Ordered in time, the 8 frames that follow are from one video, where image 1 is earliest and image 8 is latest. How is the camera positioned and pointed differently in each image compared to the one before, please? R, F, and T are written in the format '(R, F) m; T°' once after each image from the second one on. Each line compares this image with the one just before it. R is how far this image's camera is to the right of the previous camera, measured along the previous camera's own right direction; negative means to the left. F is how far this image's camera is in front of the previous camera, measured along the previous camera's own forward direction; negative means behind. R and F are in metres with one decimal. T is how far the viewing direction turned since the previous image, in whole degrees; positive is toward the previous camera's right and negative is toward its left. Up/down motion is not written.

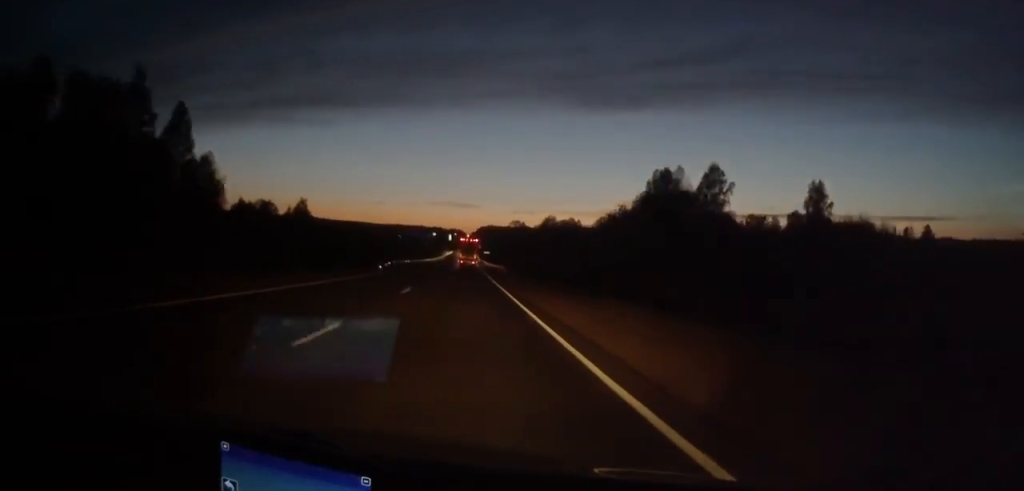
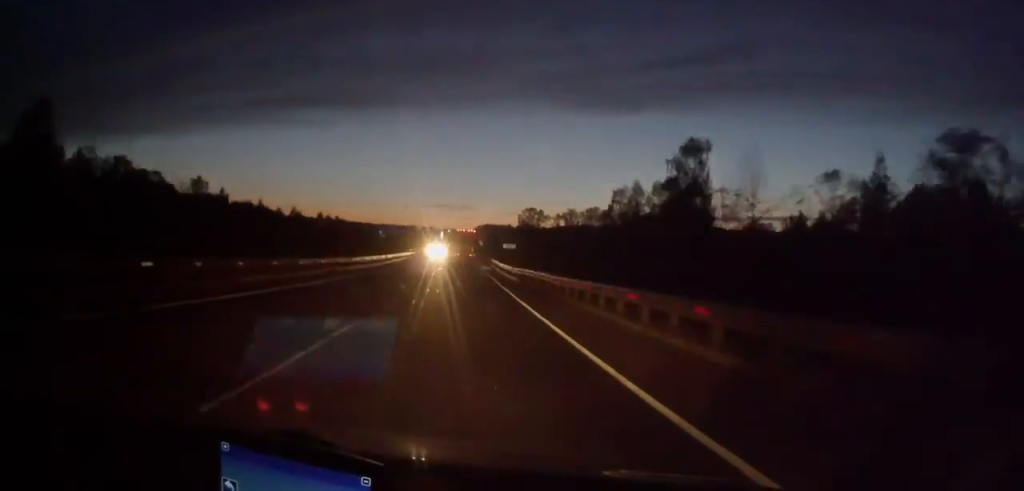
(-0.3, +107.4) m; 0°
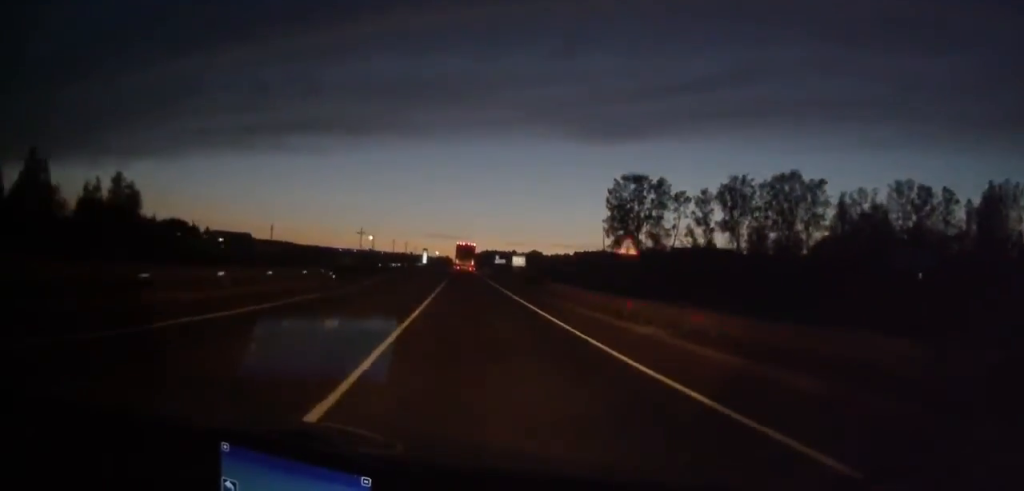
(-0.3, +175.1) m; 0°
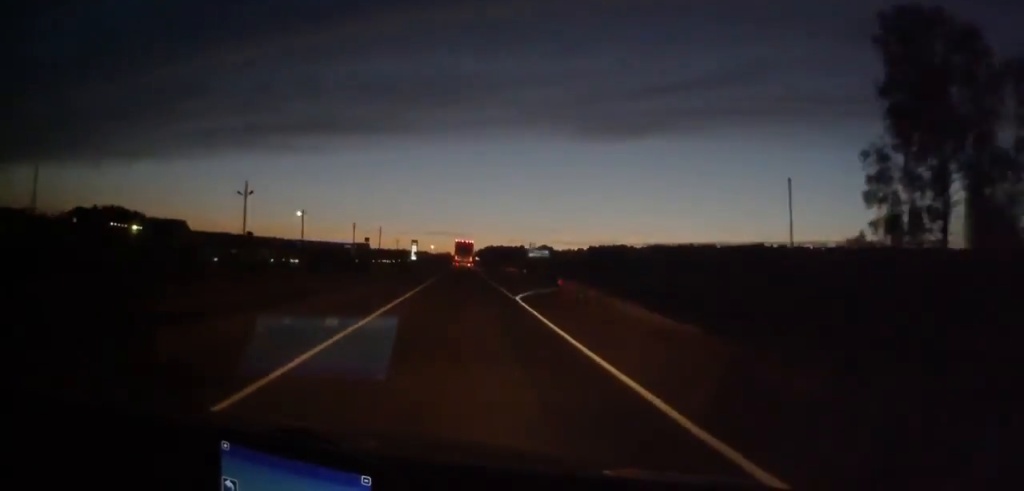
(+0.9, +77.3) m; 0°
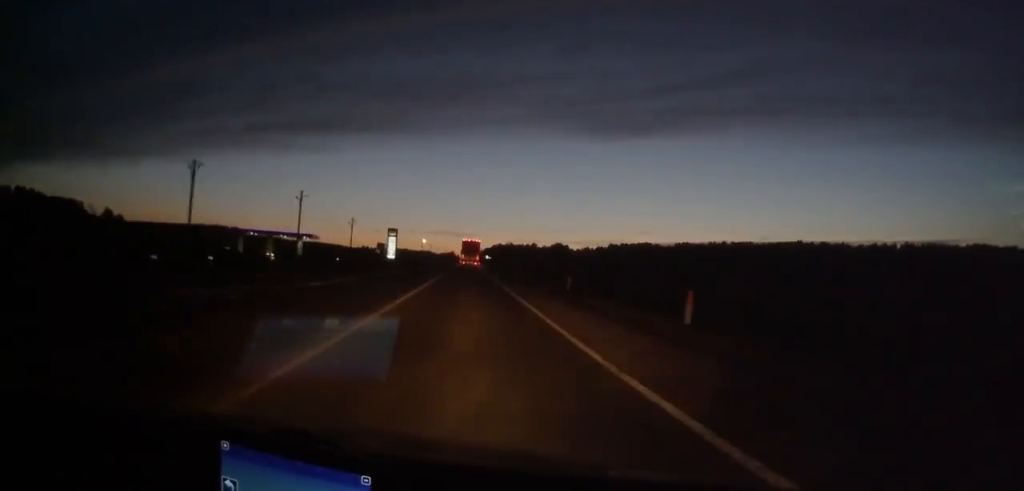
(-0.2, +81.2) m; 0°
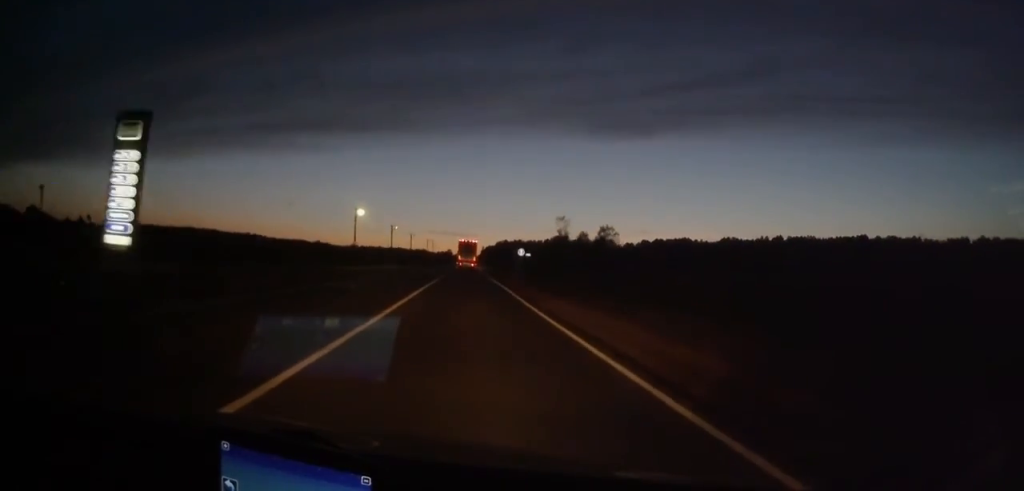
(-0.1, +115.6) m; 0°
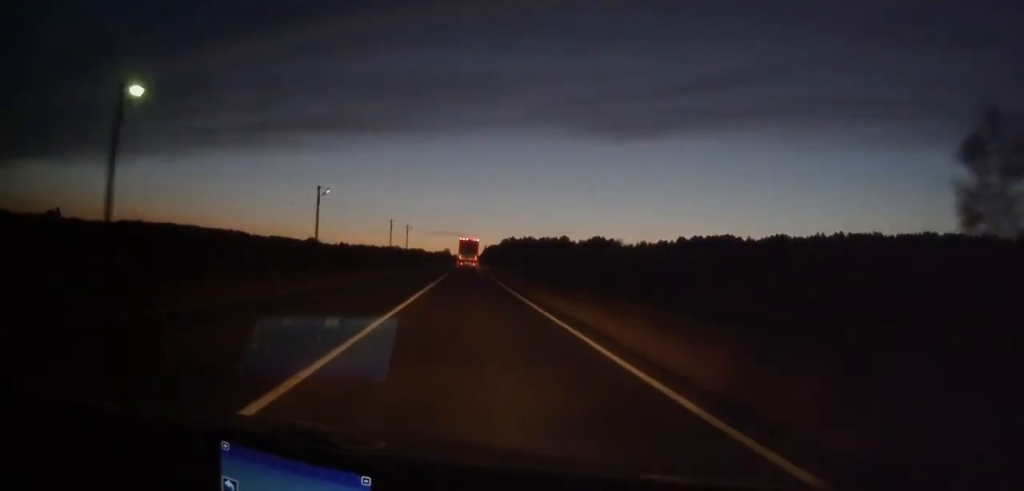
(-0.3, +87.6) m; 0°
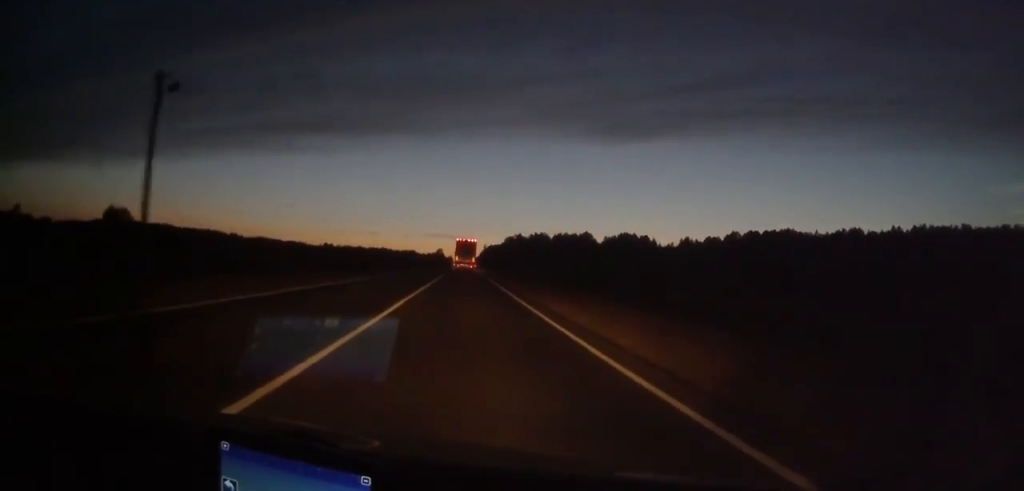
(+0.2, +91.6) m; 0°
